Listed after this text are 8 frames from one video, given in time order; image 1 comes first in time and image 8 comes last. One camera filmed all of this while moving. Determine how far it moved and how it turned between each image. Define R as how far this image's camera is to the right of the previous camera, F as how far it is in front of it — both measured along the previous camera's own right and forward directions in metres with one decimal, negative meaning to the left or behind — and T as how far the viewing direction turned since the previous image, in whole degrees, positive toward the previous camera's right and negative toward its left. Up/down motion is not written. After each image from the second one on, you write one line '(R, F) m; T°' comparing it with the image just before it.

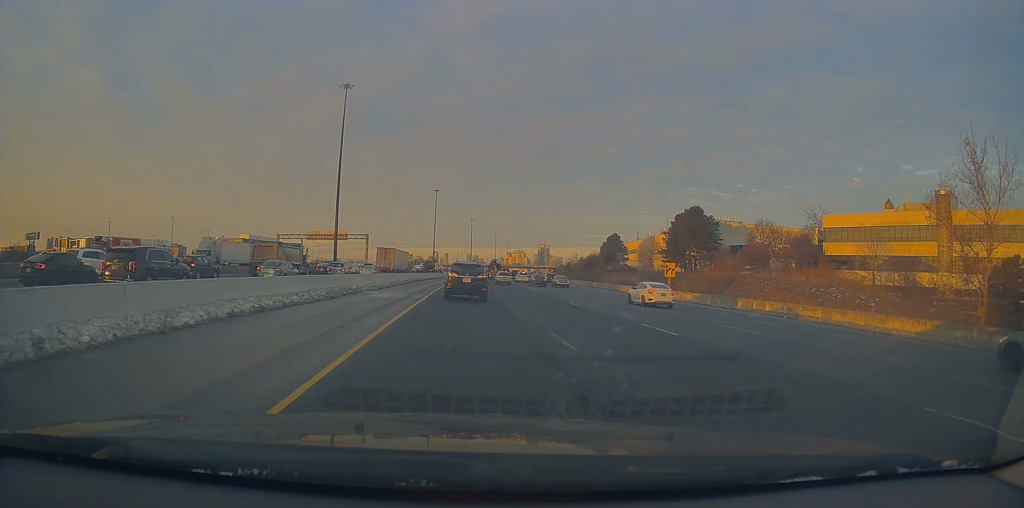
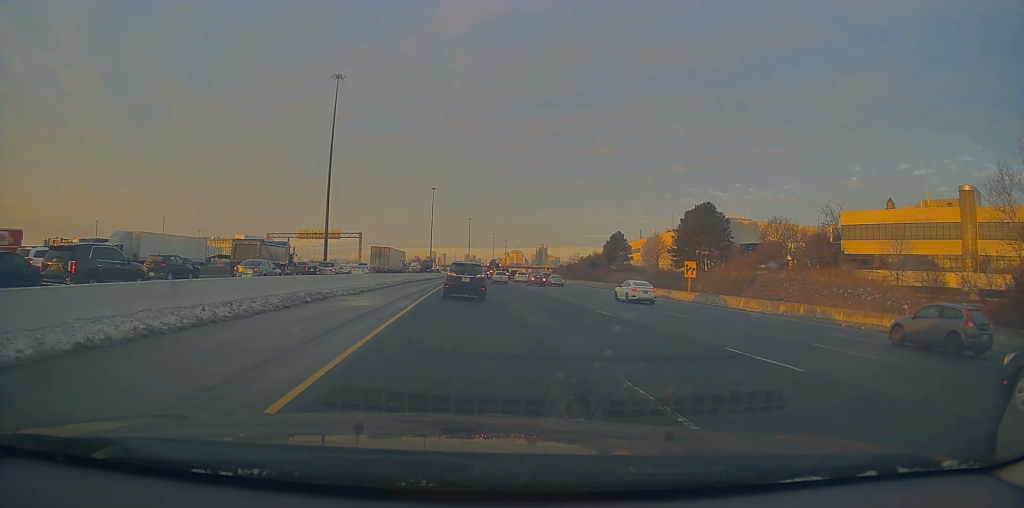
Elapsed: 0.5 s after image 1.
(-0.4, +5.9) m; 0°
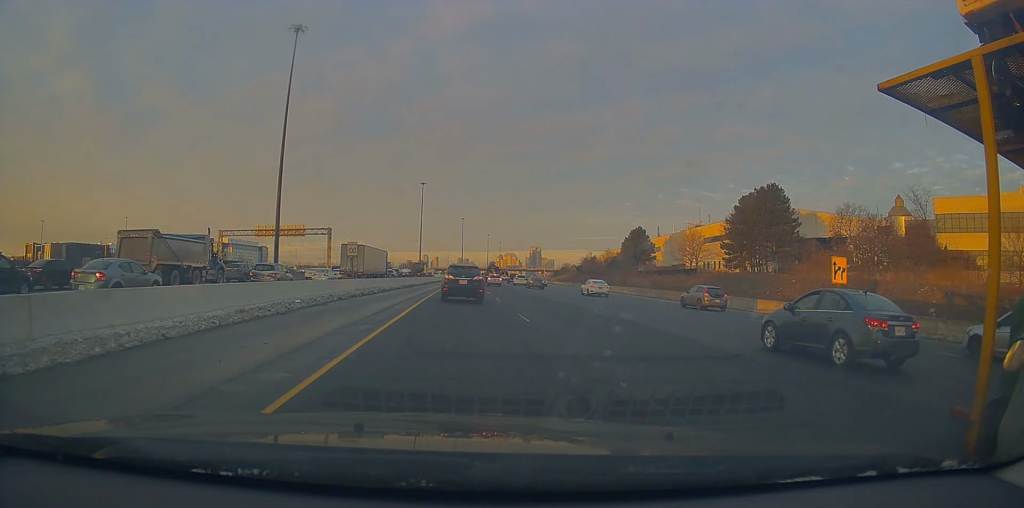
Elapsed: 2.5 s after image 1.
(+0.4, +23.5) m; 0°
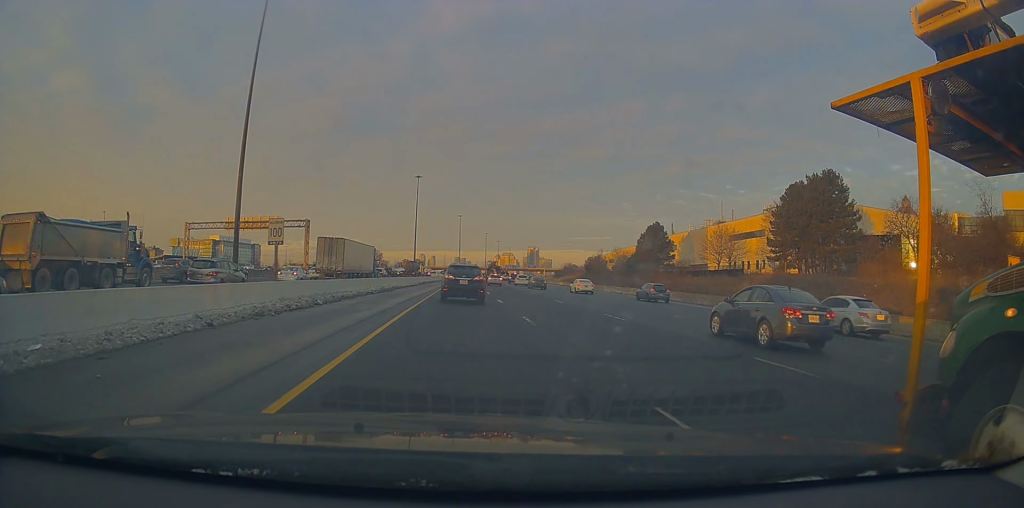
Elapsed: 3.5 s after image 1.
(+0.4, +13.1) m; +1°
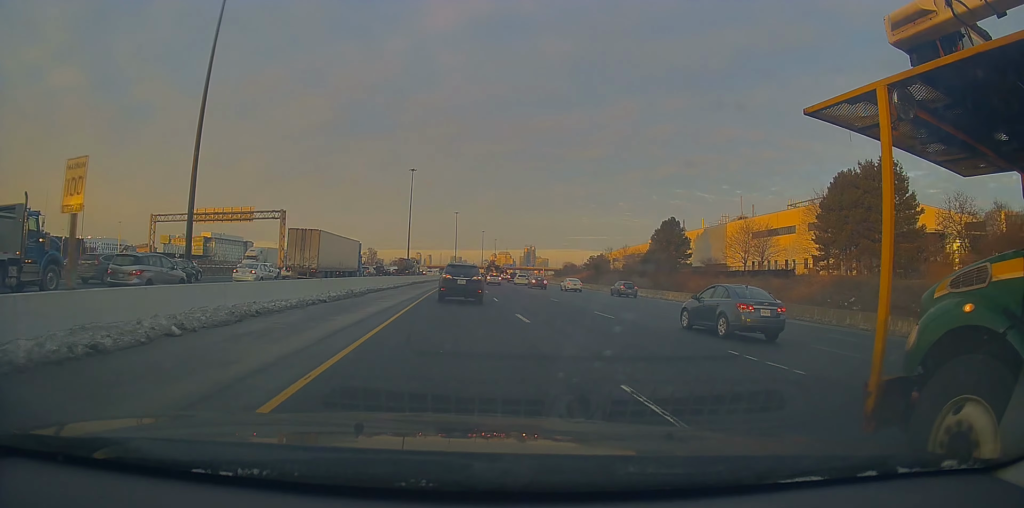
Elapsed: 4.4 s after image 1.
(-0.2, +10.7) m; 0°
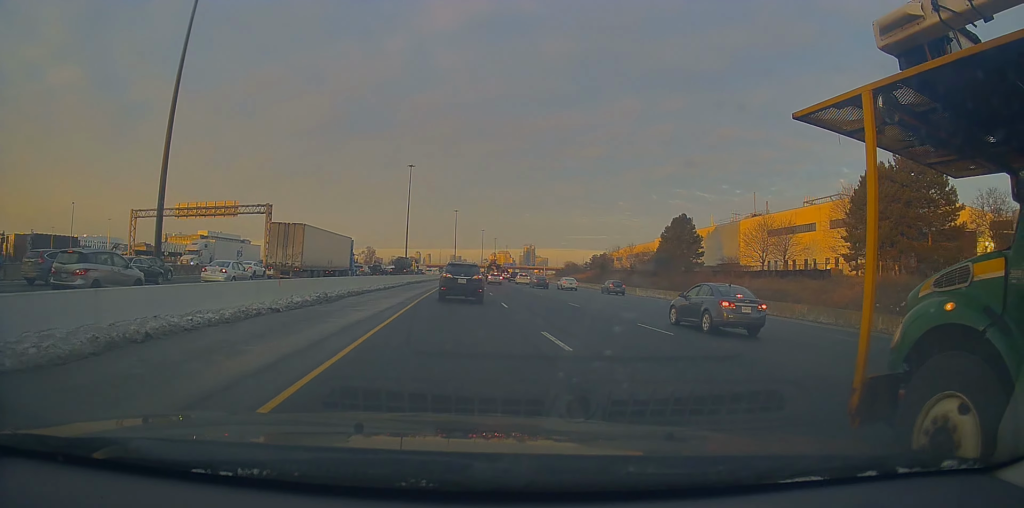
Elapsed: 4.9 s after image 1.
(0.0, +5.7) m; 0°
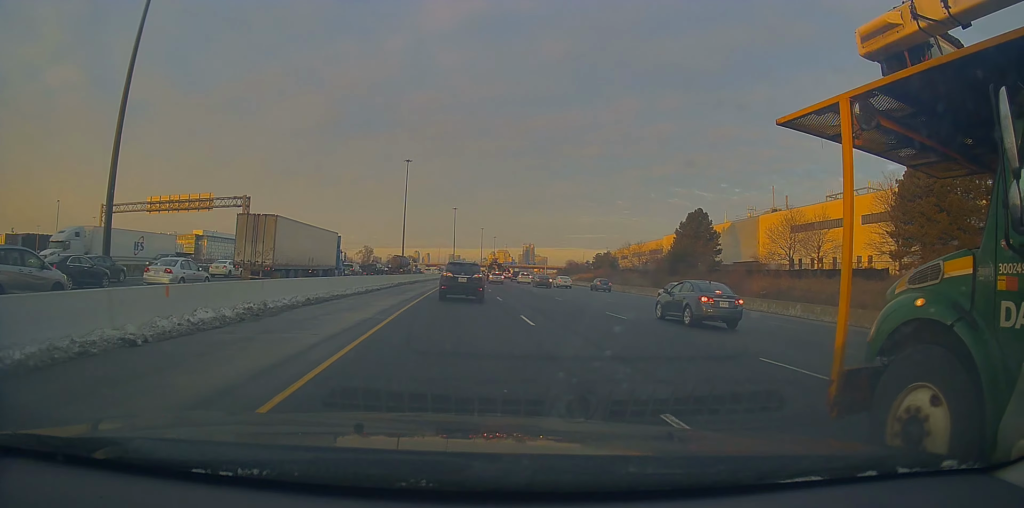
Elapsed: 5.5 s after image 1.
(+0.1, +7.8) m; +1°
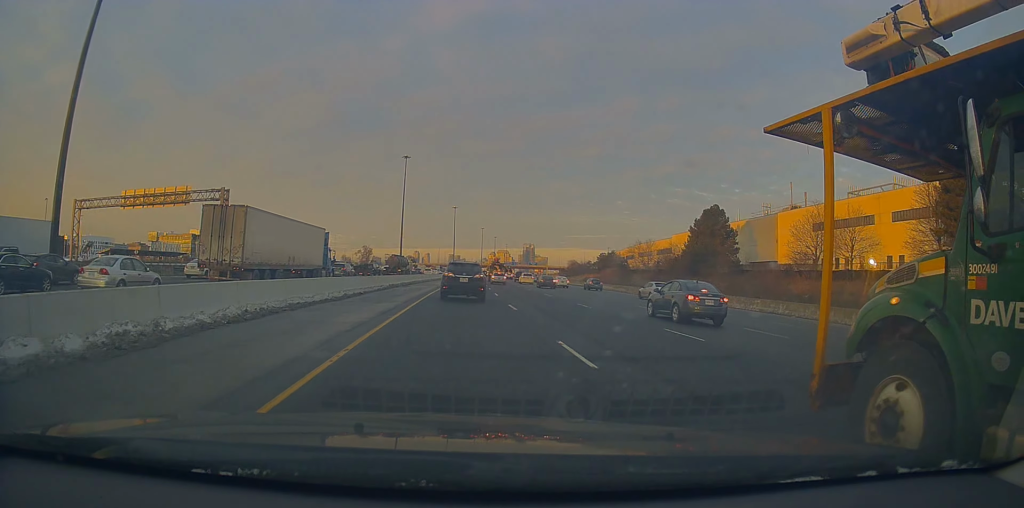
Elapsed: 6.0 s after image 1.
(0.0, +6.4) m; +1°
